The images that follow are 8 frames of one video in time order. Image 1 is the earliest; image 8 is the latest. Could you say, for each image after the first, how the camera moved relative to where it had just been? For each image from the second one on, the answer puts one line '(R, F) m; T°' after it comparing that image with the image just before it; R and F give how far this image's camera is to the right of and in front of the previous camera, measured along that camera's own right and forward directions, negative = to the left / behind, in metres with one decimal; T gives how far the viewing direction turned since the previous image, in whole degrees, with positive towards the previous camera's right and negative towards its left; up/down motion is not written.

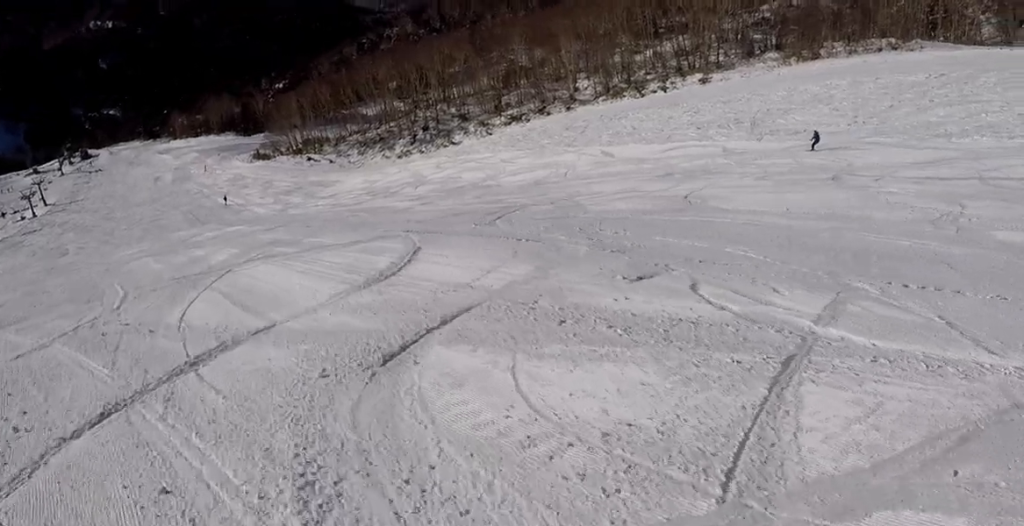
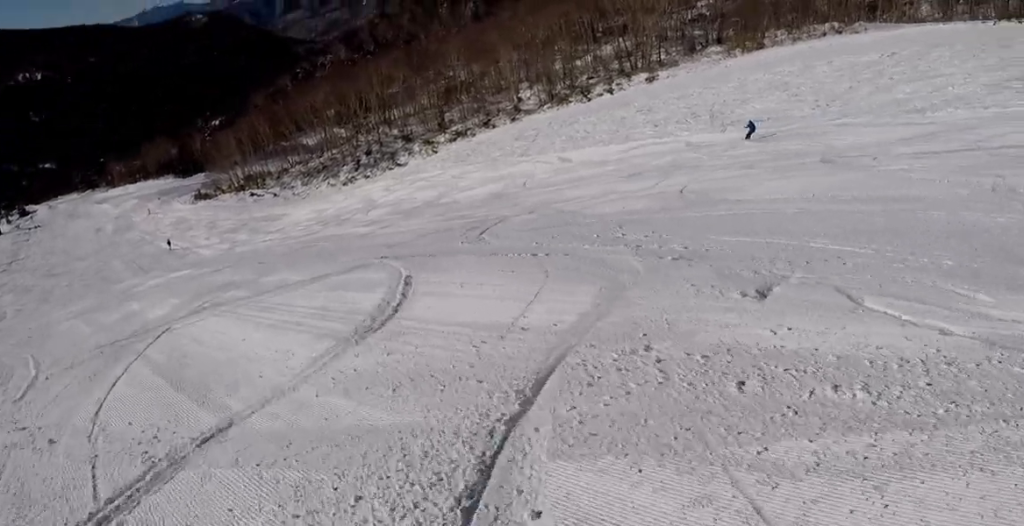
(-0.1, +3.2) m; +13°
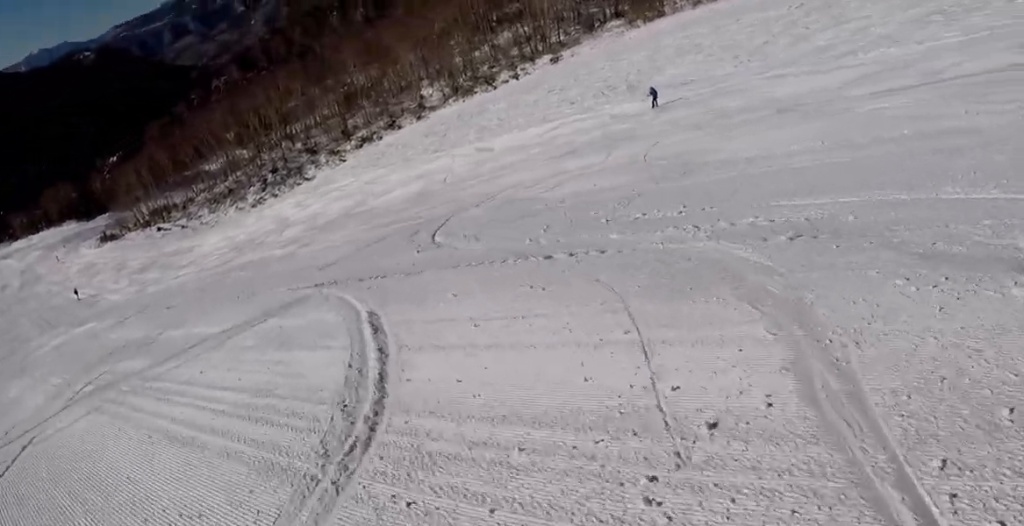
(+0.8, +3.8) m; +7°
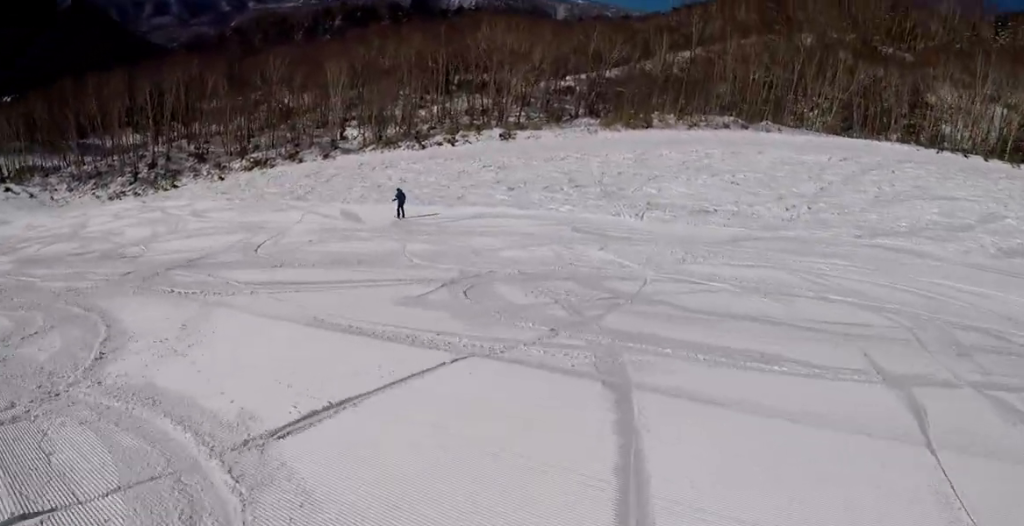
(+0.2, +22.9) m; -13°
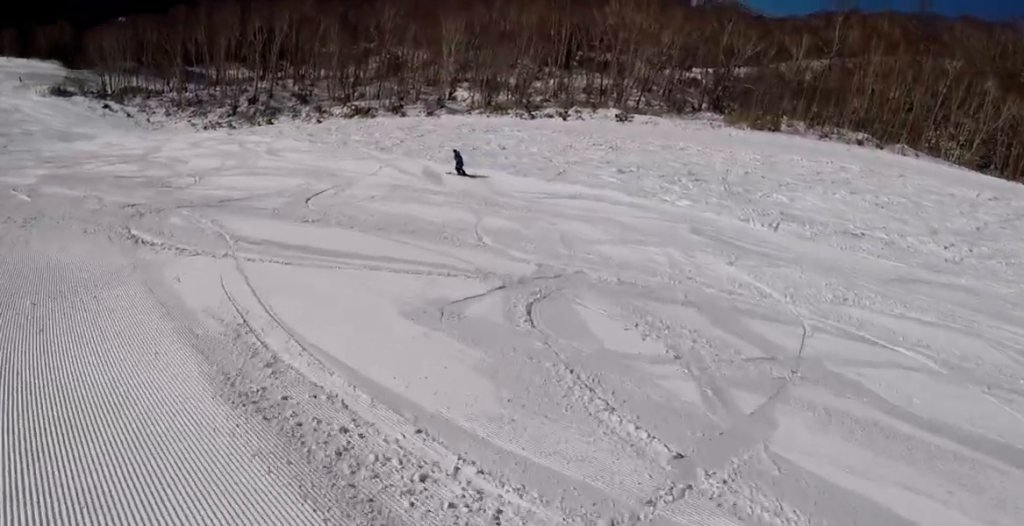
(-0.2, +4.7) m; -12°
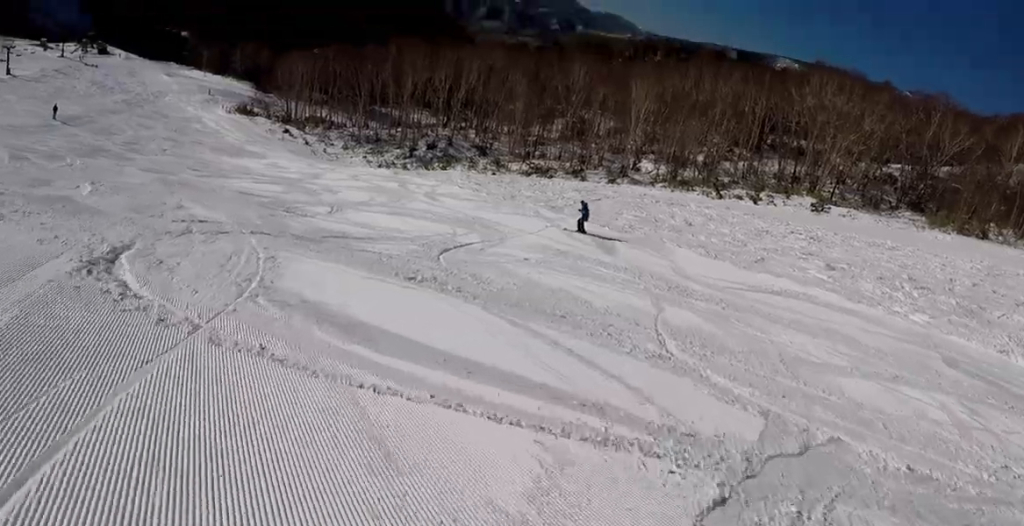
(+0.8, +5.0) m; -14°
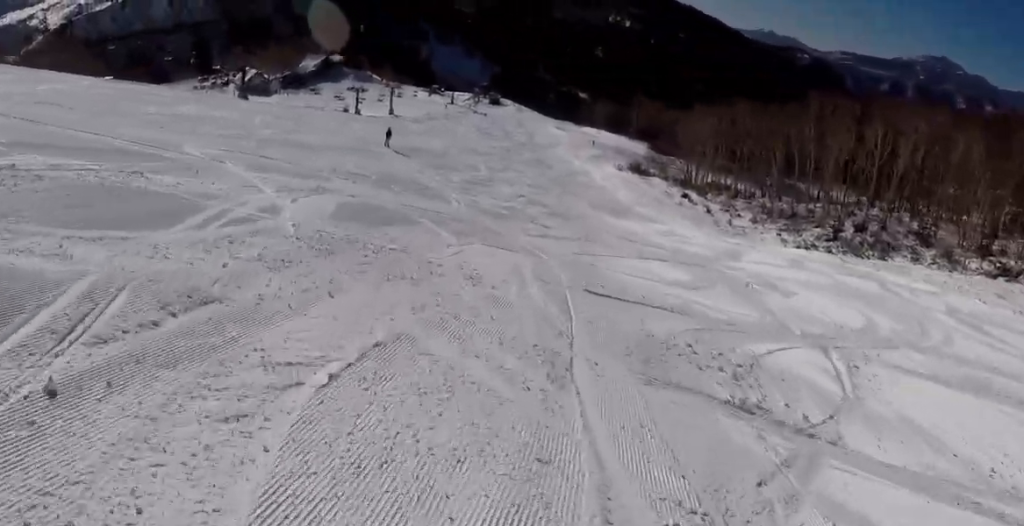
(-9.1, +14.4) m; -44°
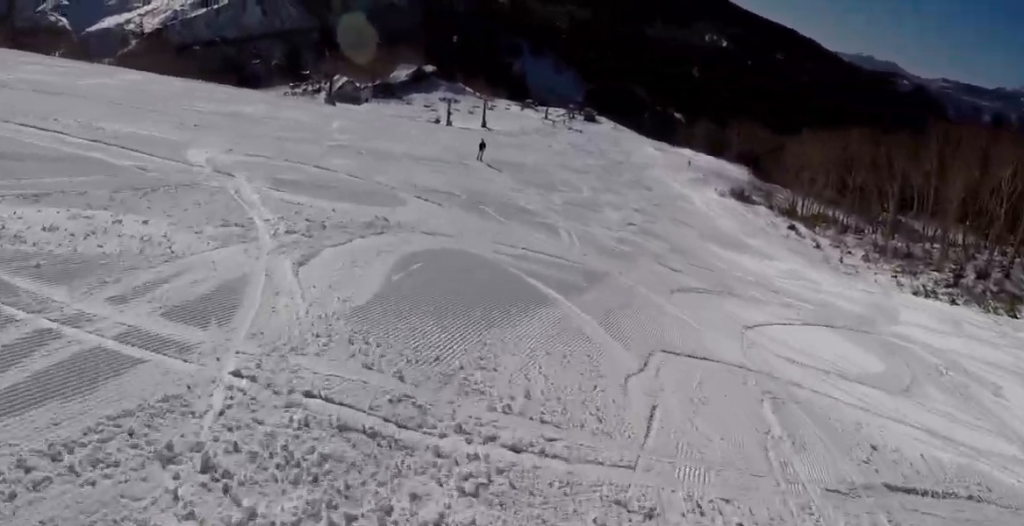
(-0.2, +4.9) m; -6°
